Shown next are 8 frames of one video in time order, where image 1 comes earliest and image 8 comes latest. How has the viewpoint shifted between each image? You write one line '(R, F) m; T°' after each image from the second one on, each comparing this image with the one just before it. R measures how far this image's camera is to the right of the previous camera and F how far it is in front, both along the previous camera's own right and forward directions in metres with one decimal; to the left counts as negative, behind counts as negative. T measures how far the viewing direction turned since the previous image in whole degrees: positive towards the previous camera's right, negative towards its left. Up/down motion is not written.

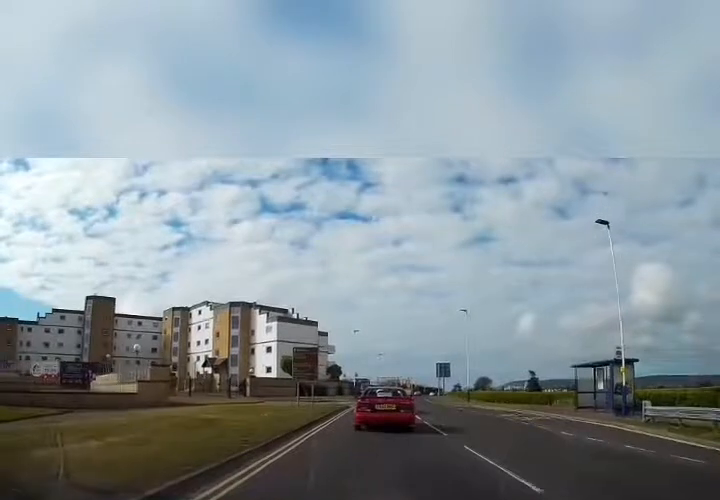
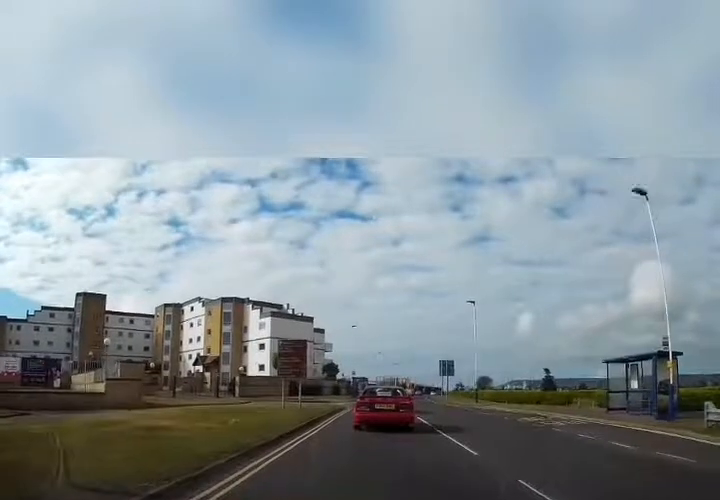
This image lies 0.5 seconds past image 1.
(0.0, +3.7) m; 0°
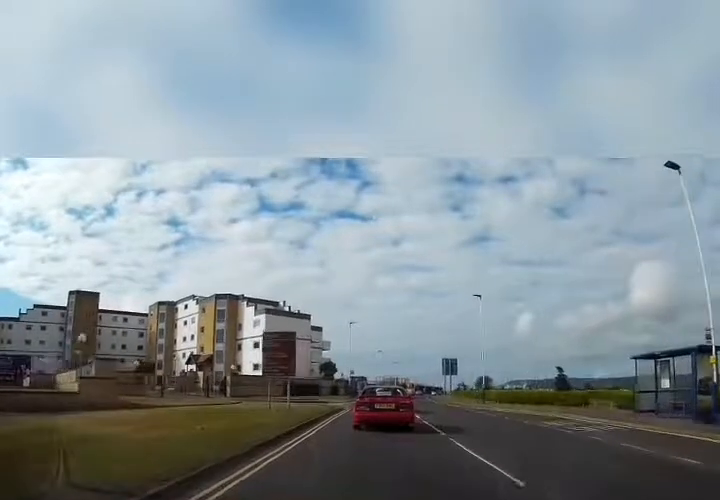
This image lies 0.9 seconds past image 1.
(0.0, +2.7) m; 0°
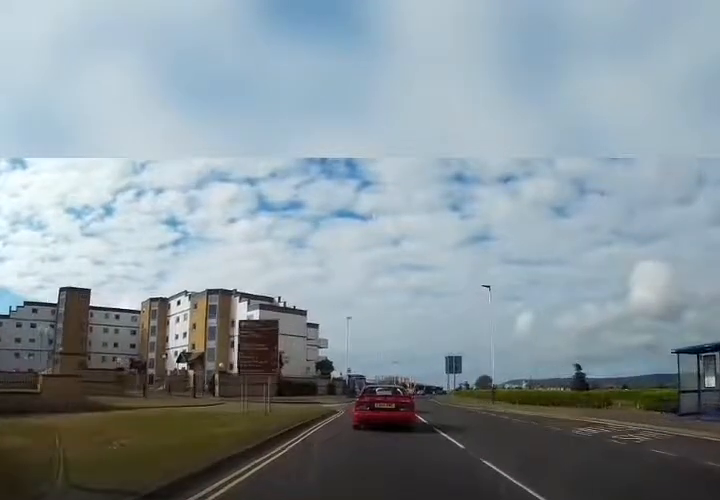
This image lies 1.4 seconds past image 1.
(0.0, +3.3) m; 0°
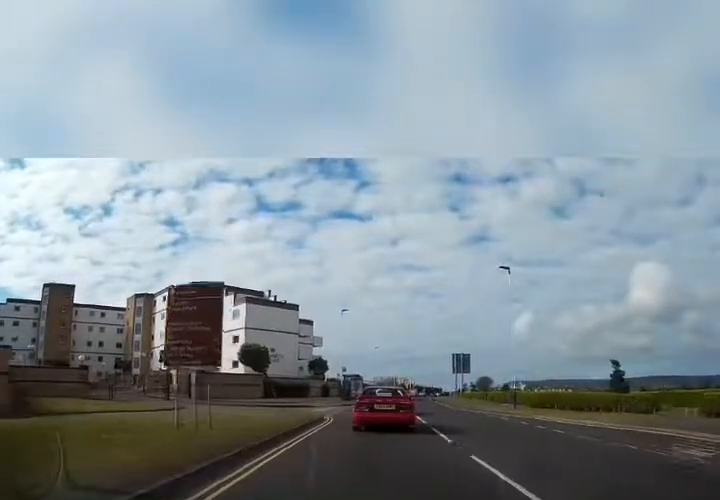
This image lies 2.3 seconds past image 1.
(+0.1, +5.4) m; +1°
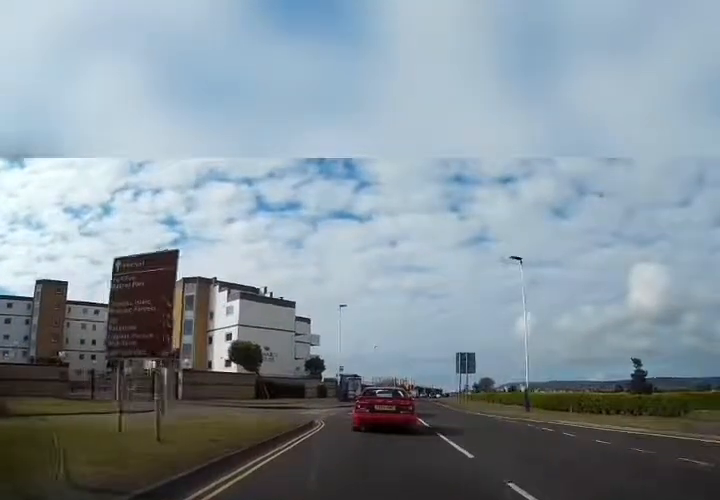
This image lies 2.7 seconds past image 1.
(0.0, +2.4) m; 0°
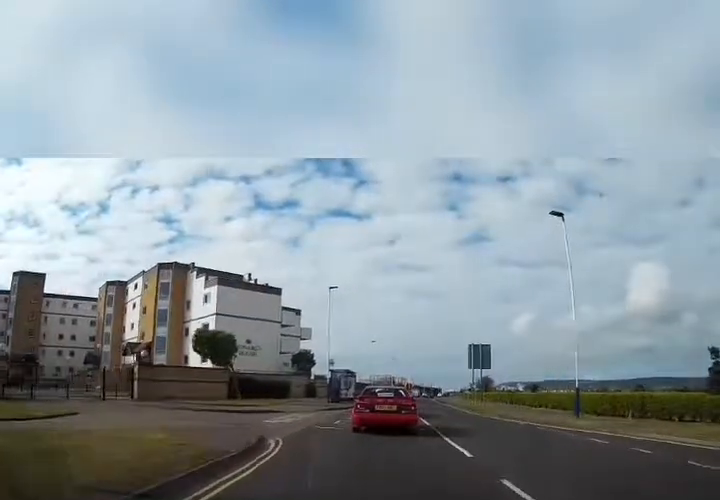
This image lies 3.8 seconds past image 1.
(0.0, +6.5) m; 0°
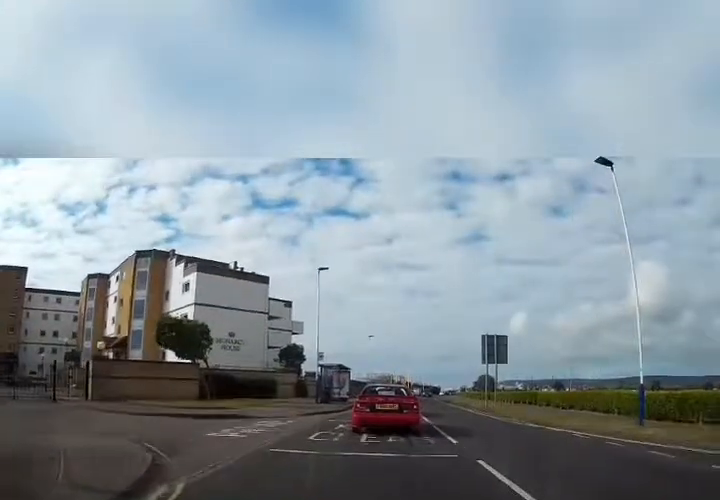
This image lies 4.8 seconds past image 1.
(0.0, +5.0) m; +1°
